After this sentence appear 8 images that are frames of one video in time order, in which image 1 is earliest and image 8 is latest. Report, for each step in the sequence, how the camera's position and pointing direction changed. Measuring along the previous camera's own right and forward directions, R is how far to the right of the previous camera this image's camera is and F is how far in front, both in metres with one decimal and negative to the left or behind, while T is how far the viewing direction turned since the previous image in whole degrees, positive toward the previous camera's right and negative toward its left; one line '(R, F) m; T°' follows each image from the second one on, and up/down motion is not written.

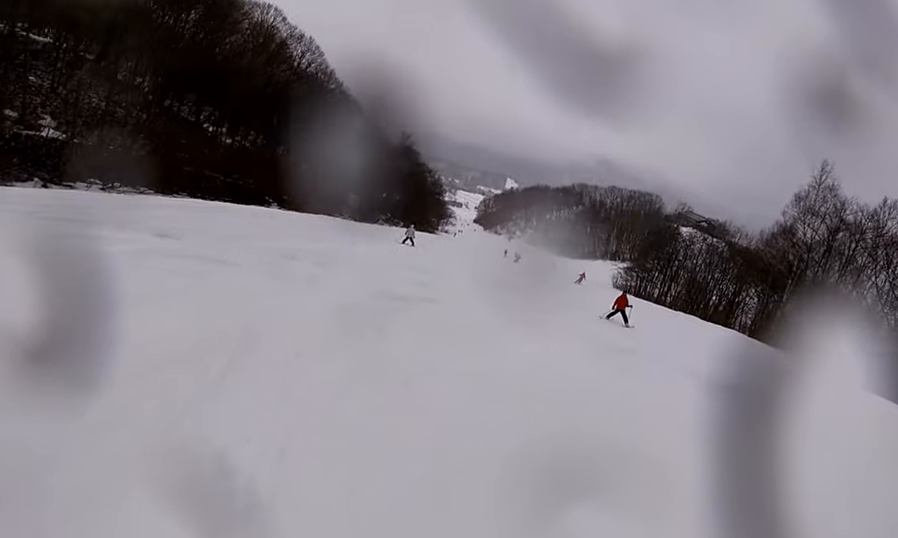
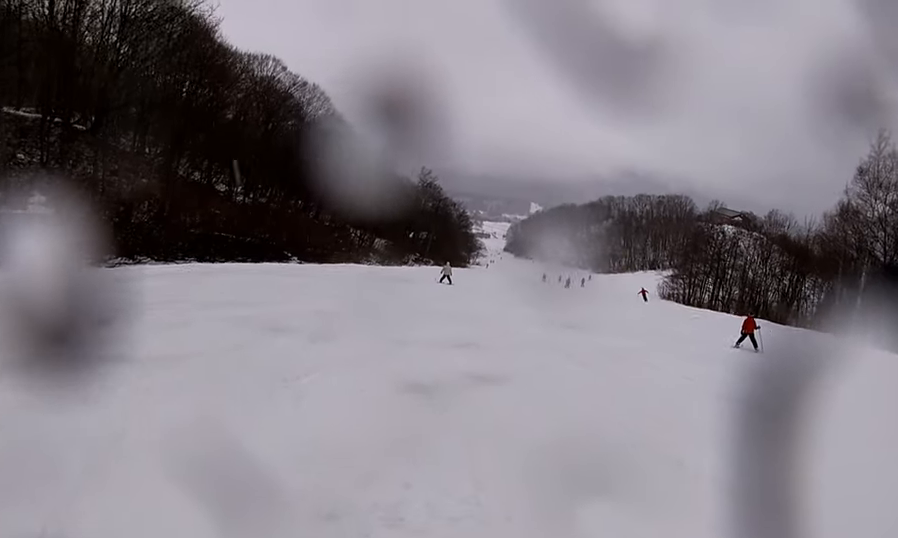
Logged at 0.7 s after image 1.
(-0.1, +4.1) m; -1°
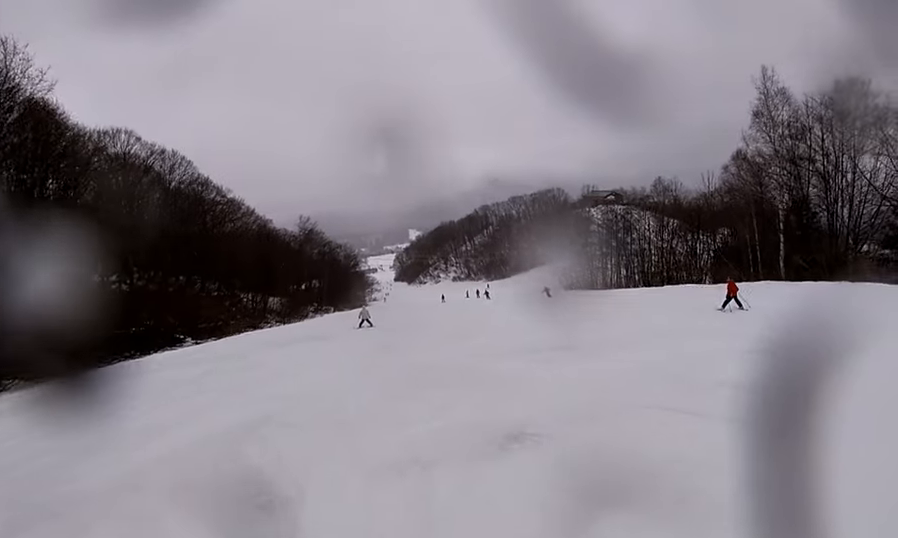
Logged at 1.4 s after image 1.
(-0.8, +4.0) m; +4°
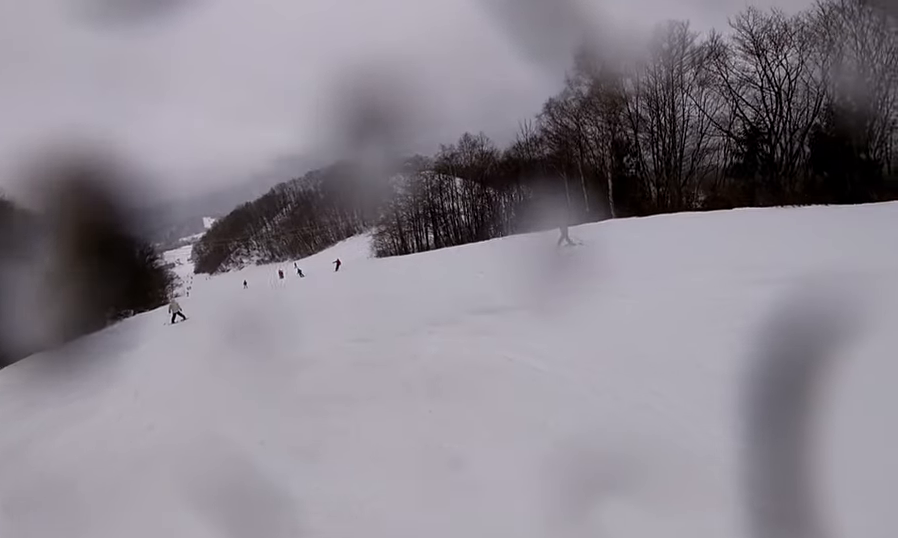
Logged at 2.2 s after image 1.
(+1.0, +4.2) m; +10°
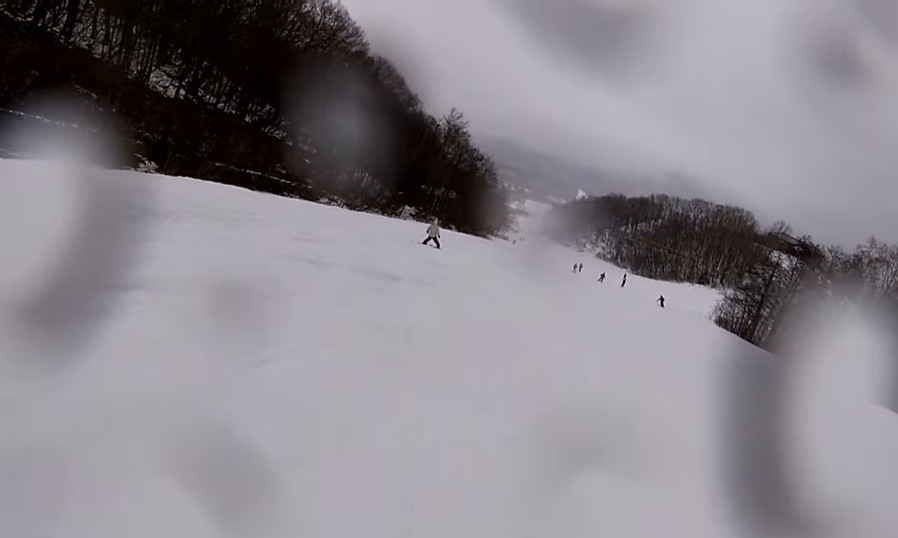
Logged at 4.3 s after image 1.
(-0.1, +13.3) m; -13°
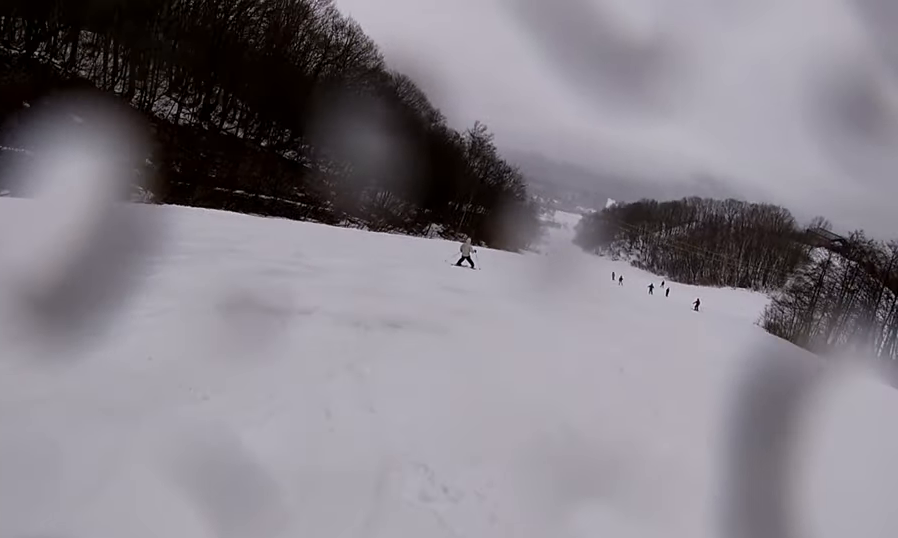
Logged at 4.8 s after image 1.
(-0.4, +3.2) m; -5°
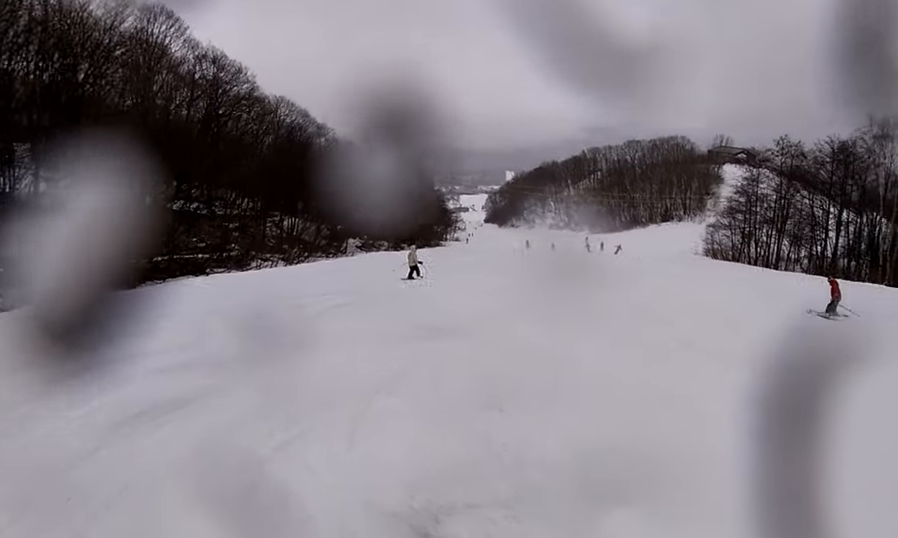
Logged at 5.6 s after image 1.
(-0.4, +4.4) m; 0°
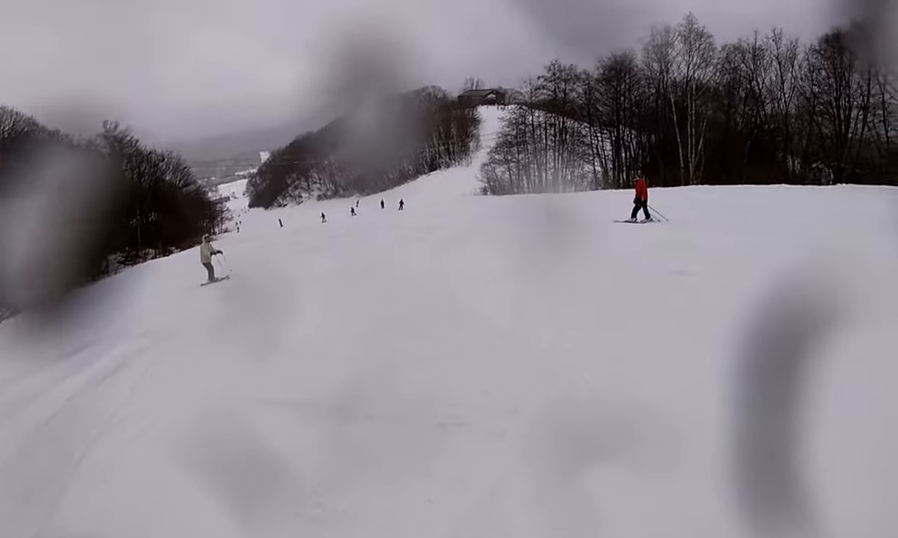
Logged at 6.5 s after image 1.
(0.0, +4.9) m; +21°
